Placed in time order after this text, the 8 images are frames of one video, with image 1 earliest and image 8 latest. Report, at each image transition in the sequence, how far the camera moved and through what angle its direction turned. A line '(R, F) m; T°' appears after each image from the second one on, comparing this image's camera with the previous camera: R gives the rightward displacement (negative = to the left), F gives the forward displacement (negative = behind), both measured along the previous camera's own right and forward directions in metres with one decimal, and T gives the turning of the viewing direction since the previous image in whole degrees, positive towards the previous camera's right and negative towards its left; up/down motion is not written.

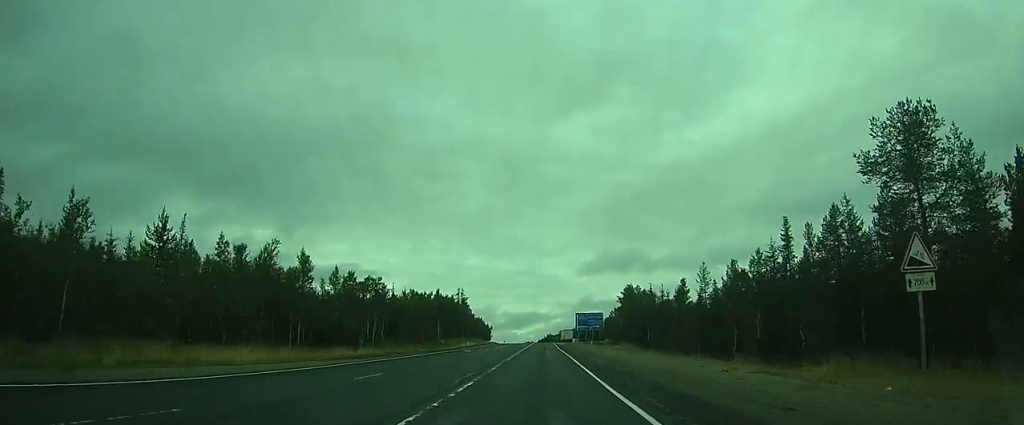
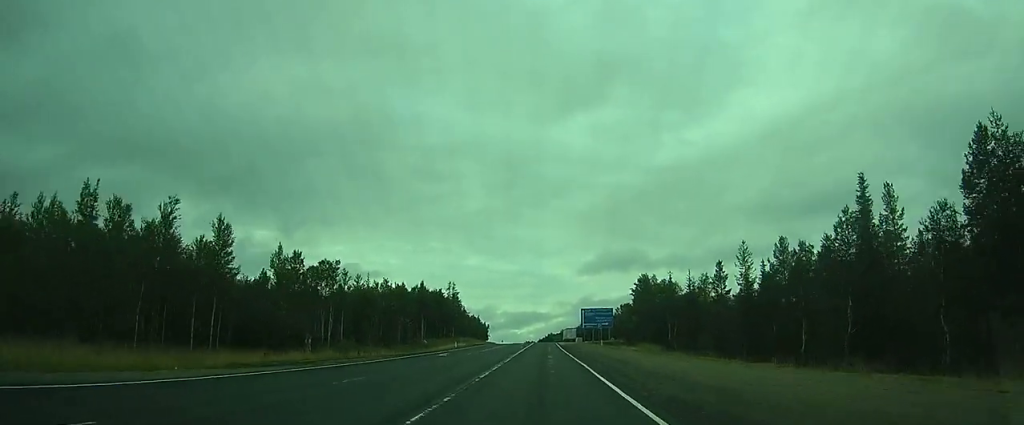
(-0.1, +13.7) m; 0°
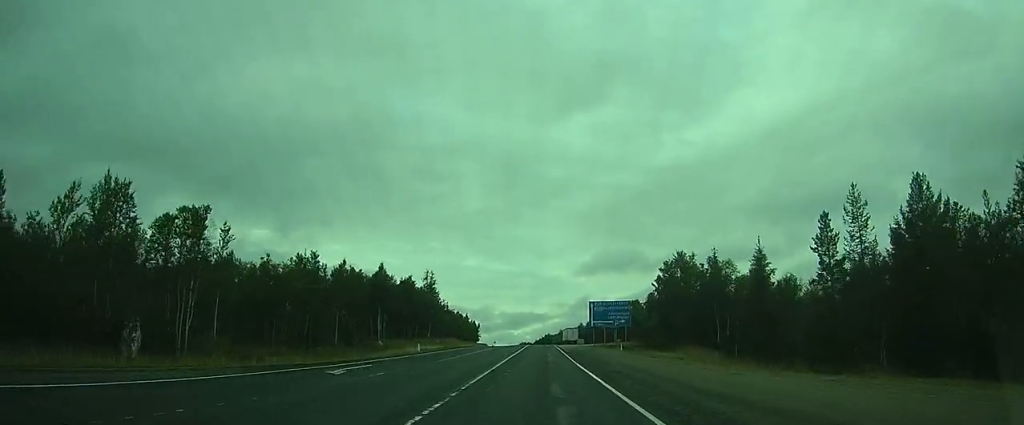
(0.0, +21.1) m; +1°
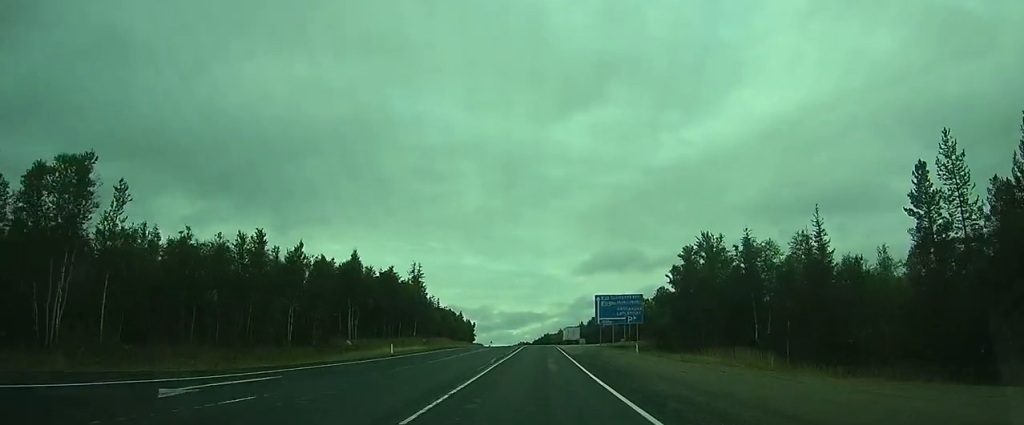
(+0.1, +9.5) m; 0°
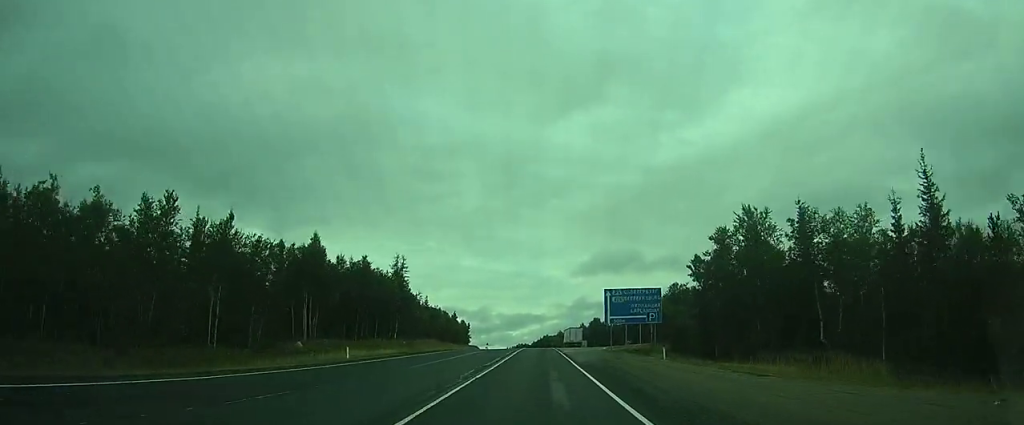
(+0.1, +10.2) m; 0°
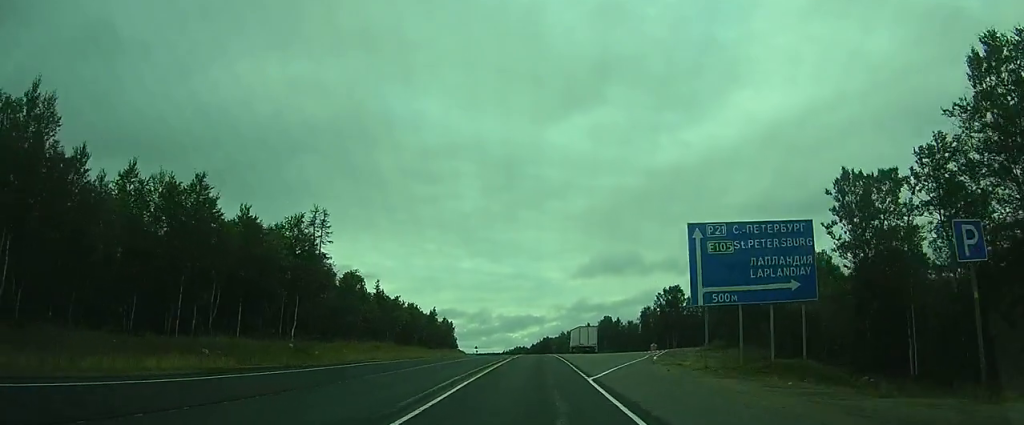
(0.0, +30.3) m; 0°
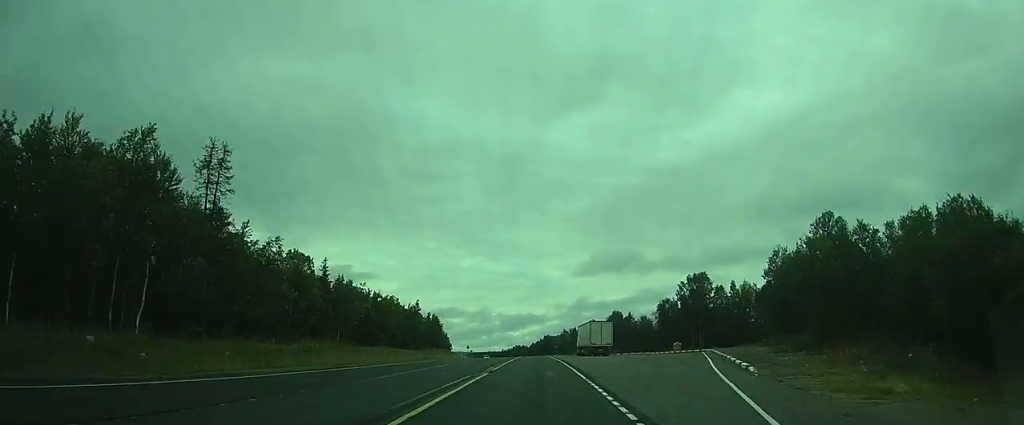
(0.0, +17.8) m; 0°
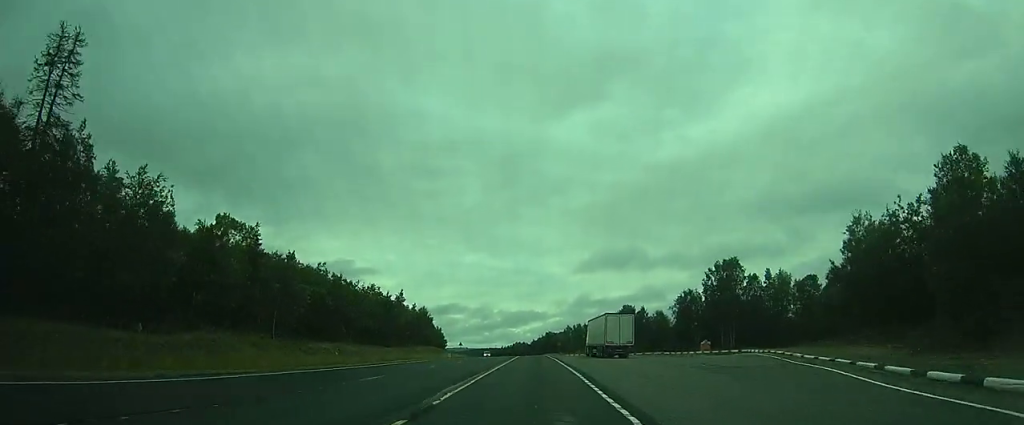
(-0.1, +14.2) m; -1°
